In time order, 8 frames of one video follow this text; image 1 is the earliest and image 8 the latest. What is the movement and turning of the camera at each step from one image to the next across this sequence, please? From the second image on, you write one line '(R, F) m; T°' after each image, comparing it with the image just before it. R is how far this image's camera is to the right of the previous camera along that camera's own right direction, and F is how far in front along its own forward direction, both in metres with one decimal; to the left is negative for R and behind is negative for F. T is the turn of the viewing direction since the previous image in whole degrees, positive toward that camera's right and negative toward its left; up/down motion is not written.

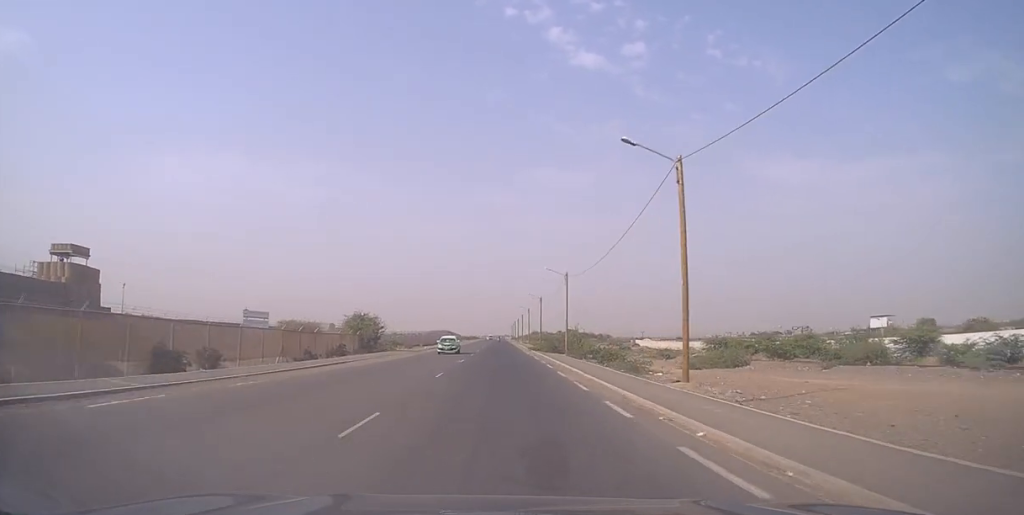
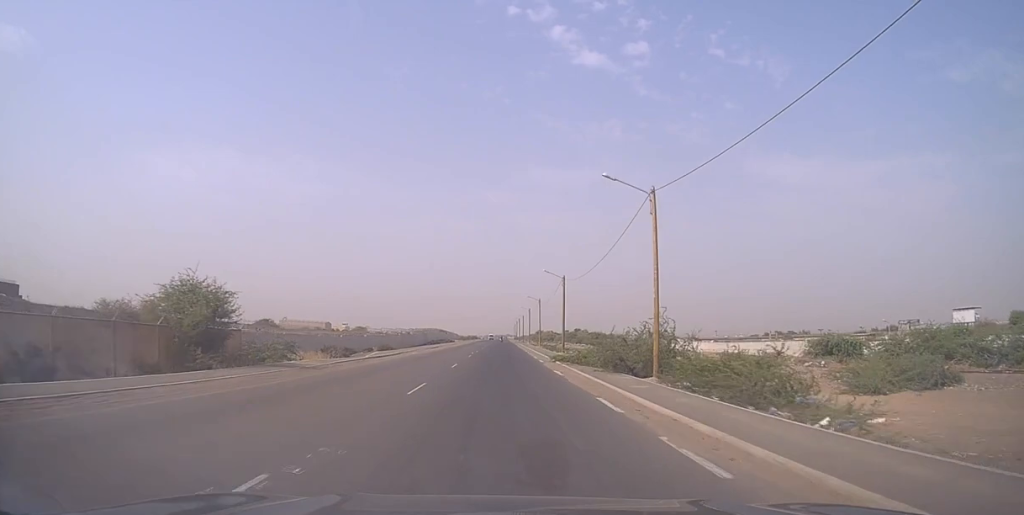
(-0.1, +34.7) m; -1°
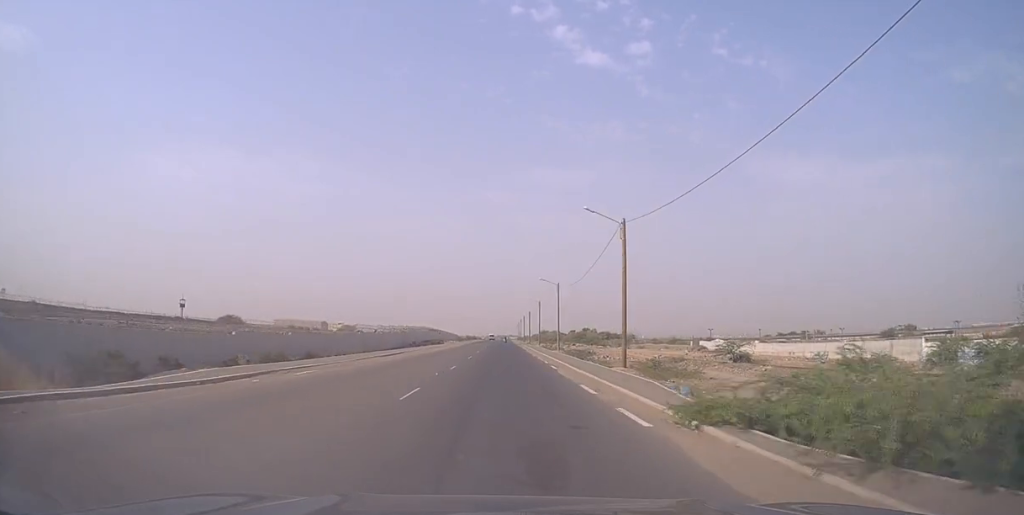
(-0.3, +29.8) m; +1°
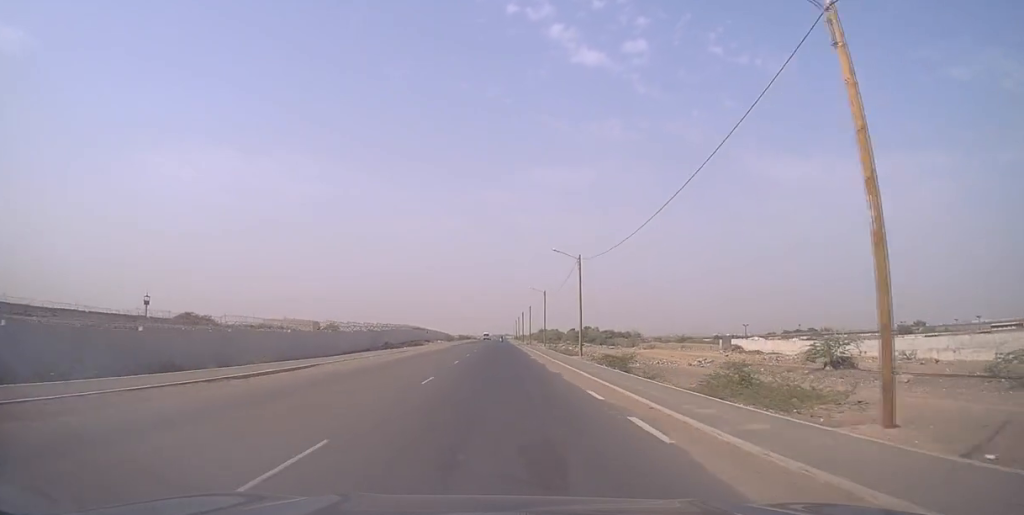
(+0.4, +22.1) m; +1°
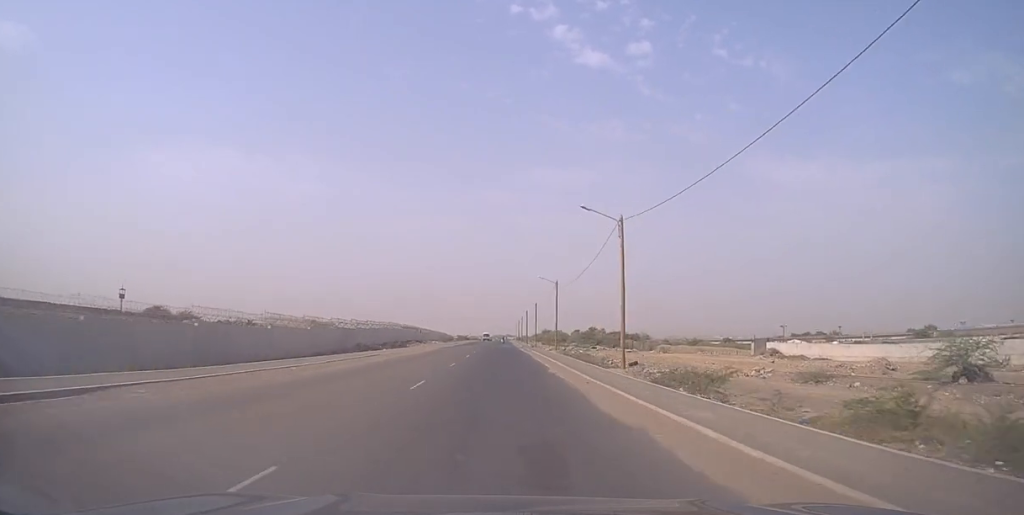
(+0.4, +15.4) m; 0°
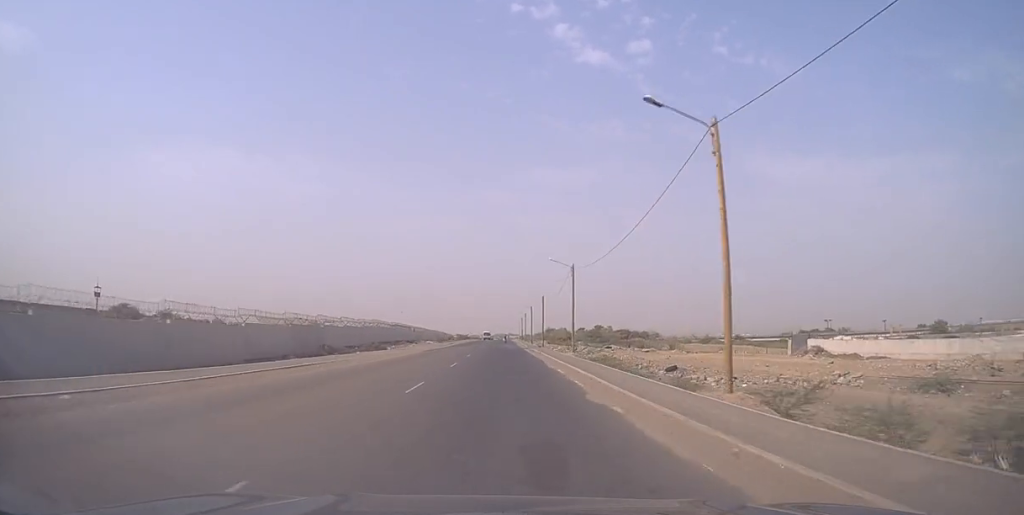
(-0.3, +13.4) m; -1°
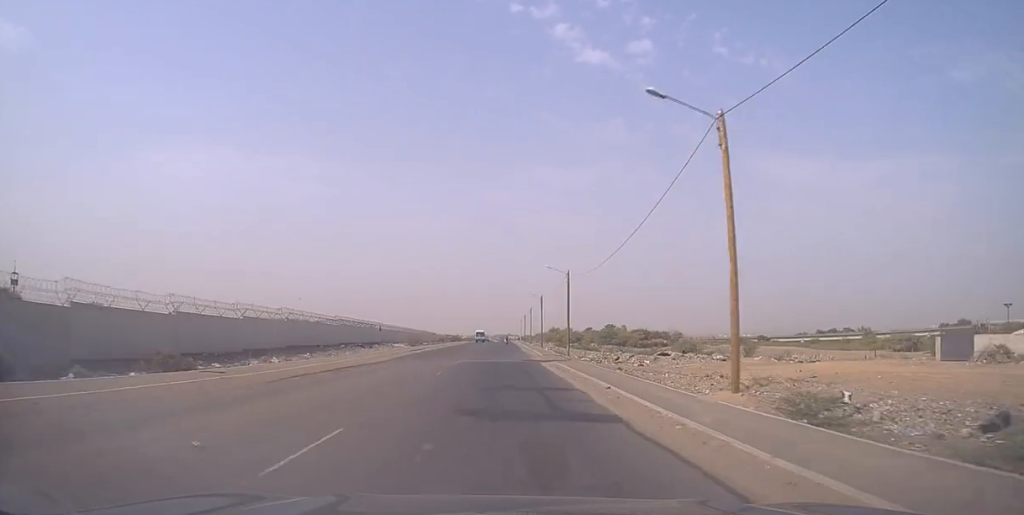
(-0.5, +35.0) m; -1°
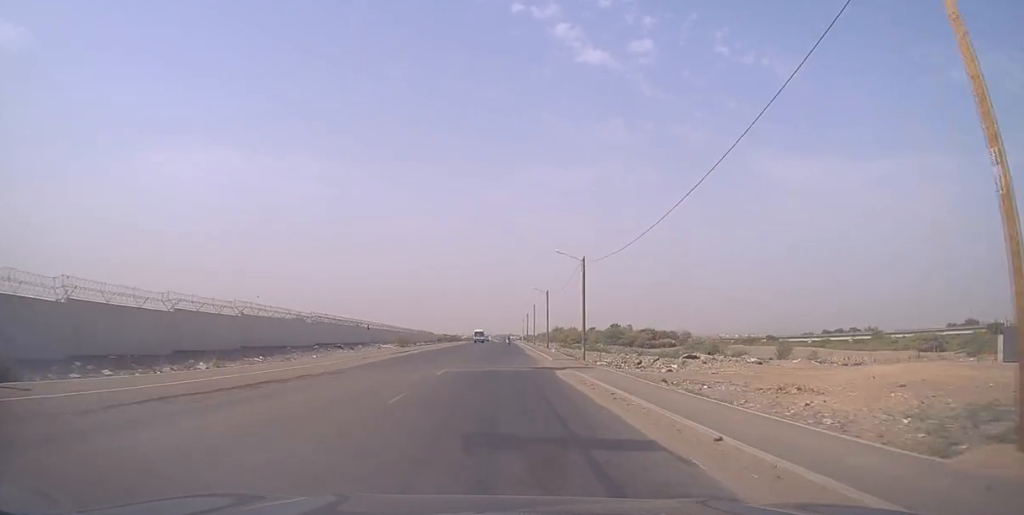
(-0.1, +8.8) m; 0°
